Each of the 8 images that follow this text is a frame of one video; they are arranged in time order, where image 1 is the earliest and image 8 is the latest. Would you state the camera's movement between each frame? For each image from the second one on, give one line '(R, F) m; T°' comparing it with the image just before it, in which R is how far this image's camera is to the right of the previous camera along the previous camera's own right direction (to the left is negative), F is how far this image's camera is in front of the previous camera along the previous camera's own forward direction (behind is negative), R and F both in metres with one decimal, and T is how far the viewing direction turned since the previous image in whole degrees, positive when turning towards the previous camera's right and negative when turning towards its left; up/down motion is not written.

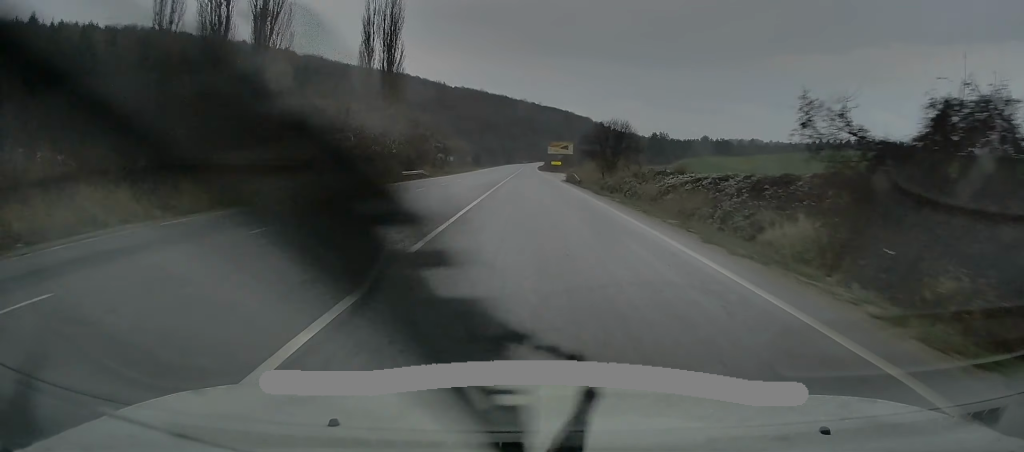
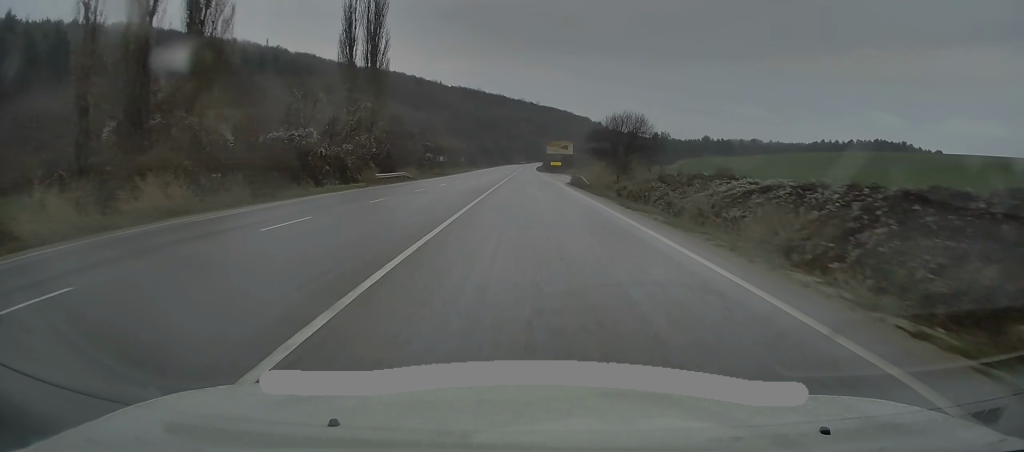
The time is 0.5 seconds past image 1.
(0.0, +8.6) m; 0°
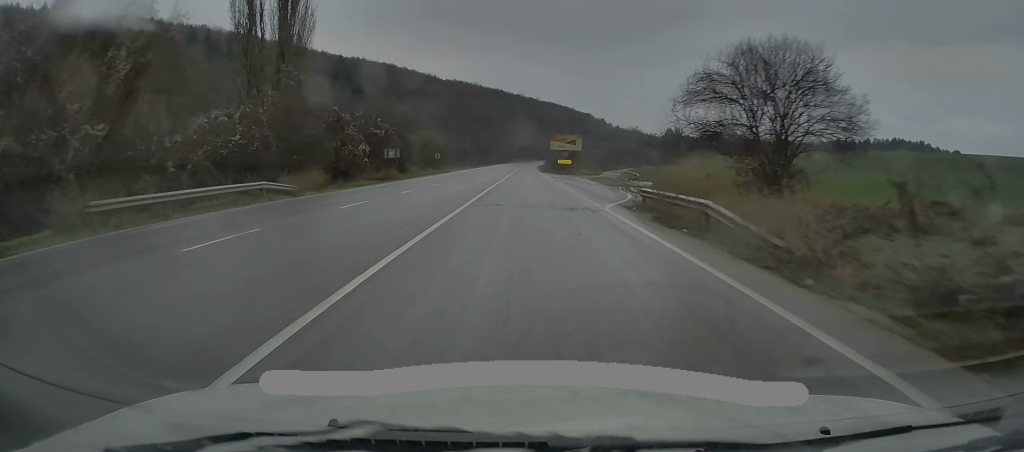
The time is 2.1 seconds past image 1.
(-0.5, +30.2) m; -1°
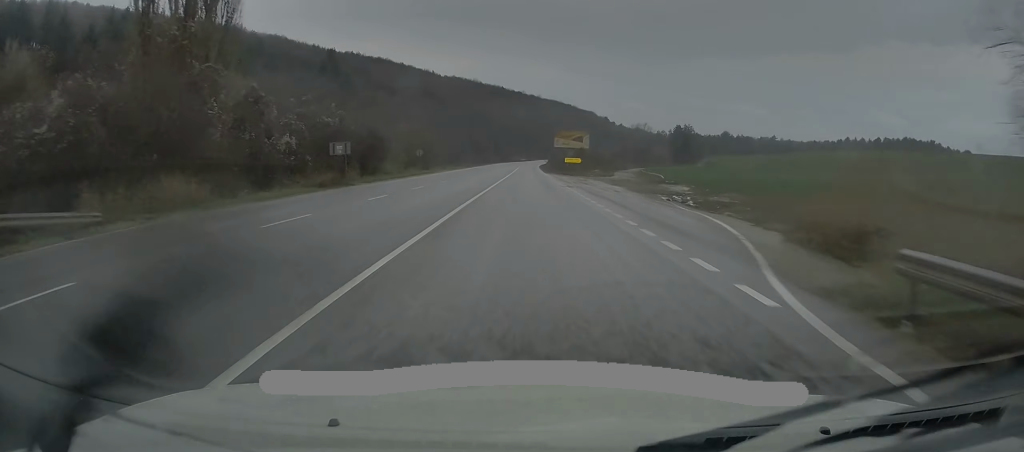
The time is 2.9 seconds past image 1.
(+0.2, +14.9) m; +1°
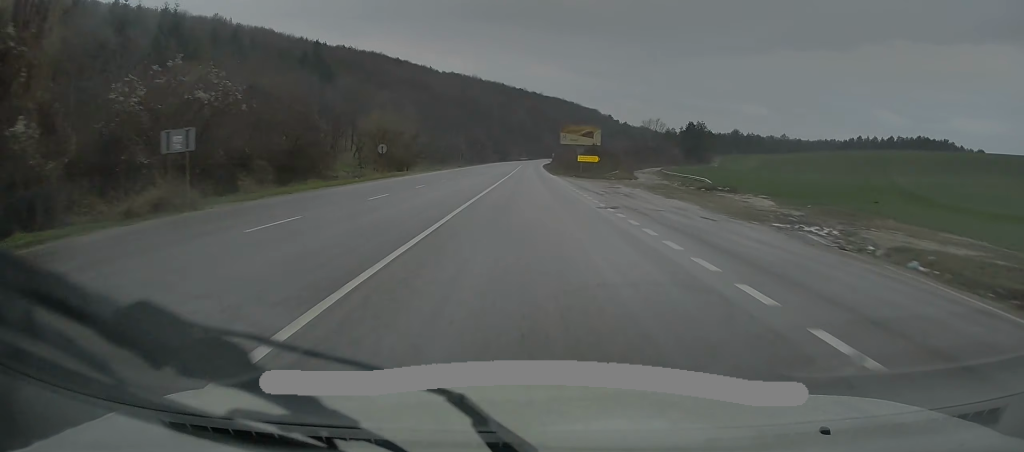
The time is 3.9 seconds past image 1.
(+0.2, +18.2) m; 0°
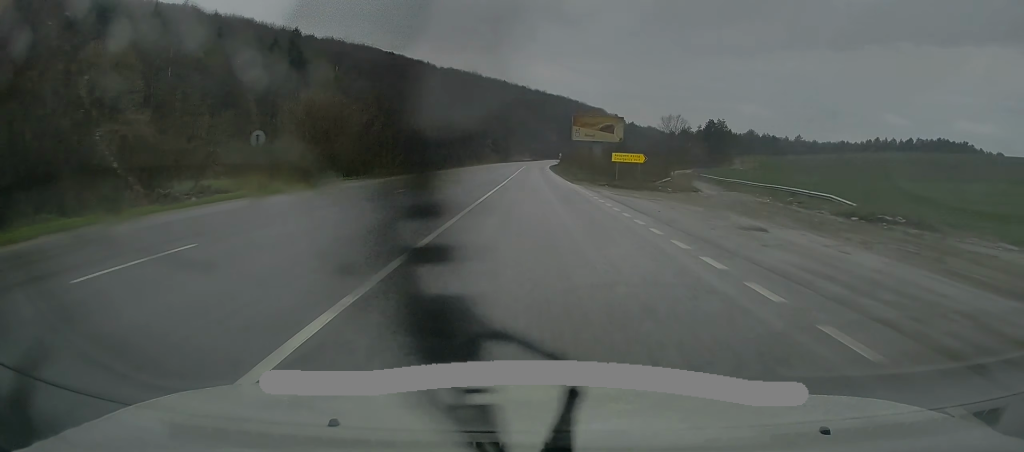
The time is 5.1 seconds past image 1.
(-0.4, +24.0) m; 0°
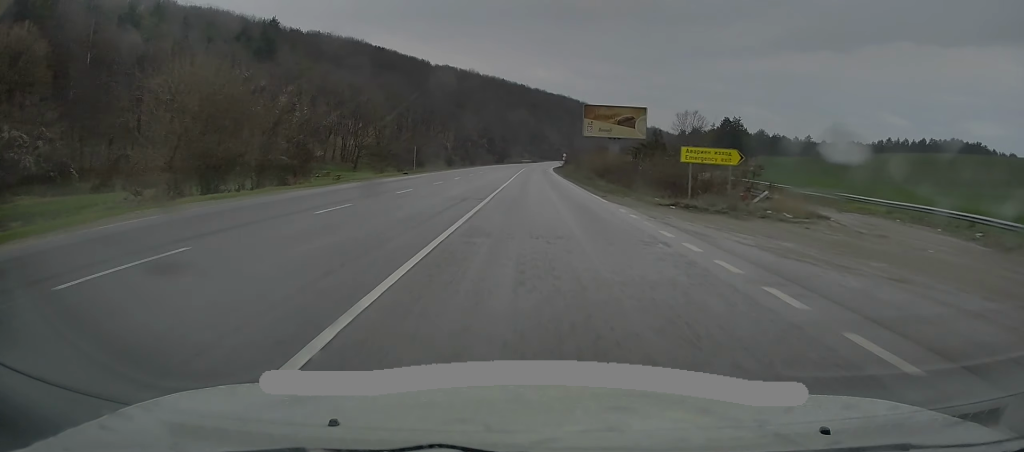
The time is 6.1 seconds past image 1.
(+0.2, +18.5) m; 0°
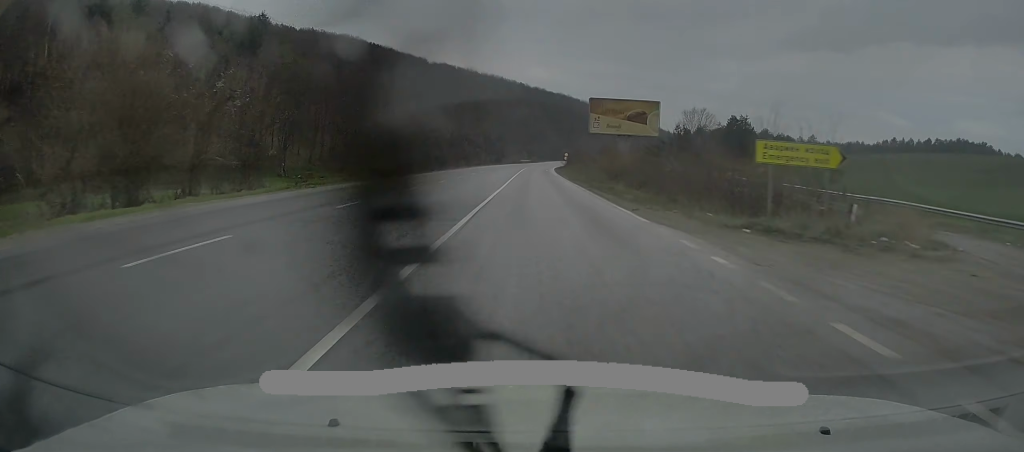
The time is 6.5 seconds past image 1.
(0.0, +7.7) m; 0°
